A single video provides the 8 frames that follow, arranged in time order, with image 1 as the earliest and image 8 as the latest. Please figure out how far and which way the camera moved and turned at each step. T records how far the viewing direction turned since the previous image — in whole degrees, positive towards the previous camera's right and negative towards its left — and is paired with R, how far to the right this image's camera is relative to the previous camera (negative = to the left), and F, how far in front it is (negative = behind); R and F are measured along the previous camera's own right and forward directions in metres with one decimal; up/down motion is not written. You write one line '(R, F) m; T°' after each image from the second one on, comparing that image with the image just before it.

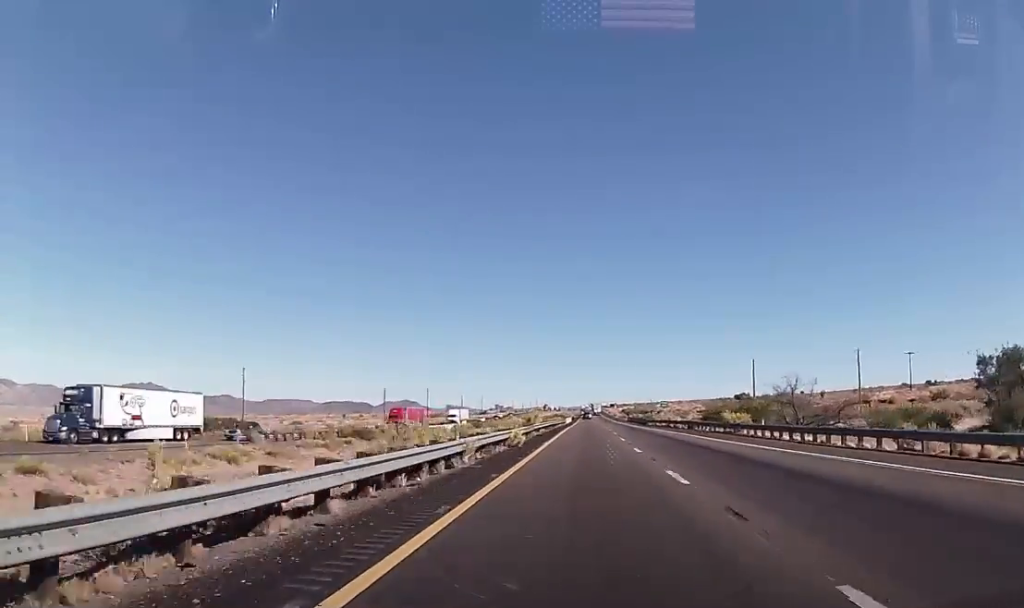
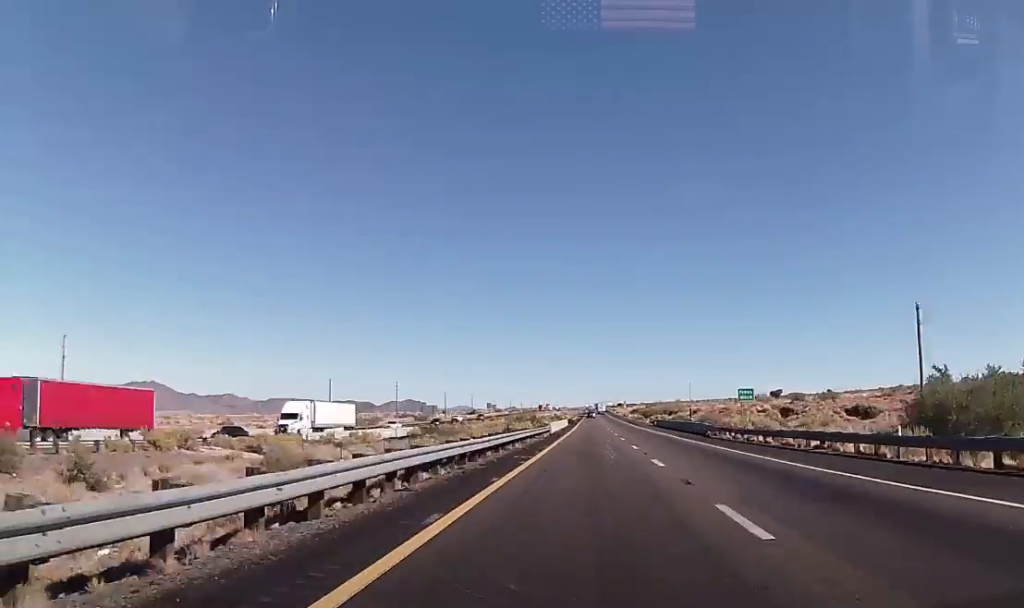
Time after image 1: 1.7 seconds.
(-0.1, +55.2) m; 0°
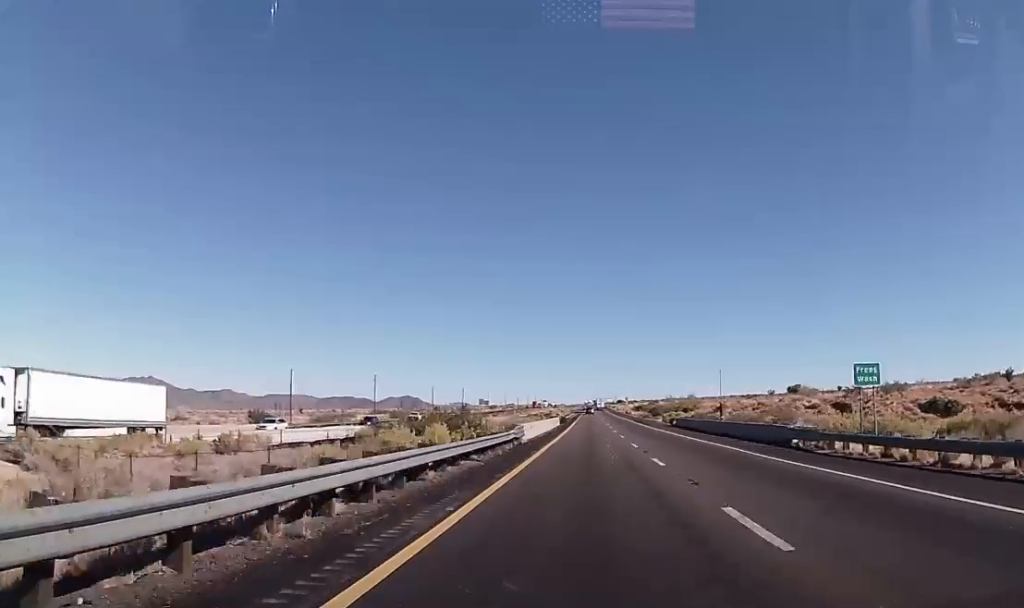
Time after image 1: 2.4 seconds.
(0.0, +24.5) m; -1°
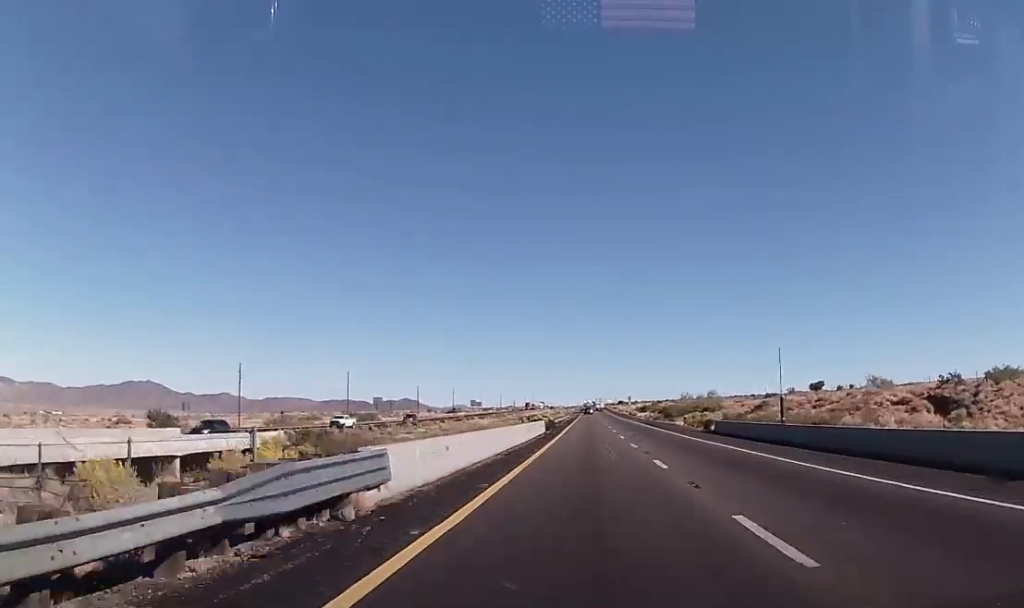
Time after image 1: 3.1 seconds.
(-0.4, +24.6) m; 0°
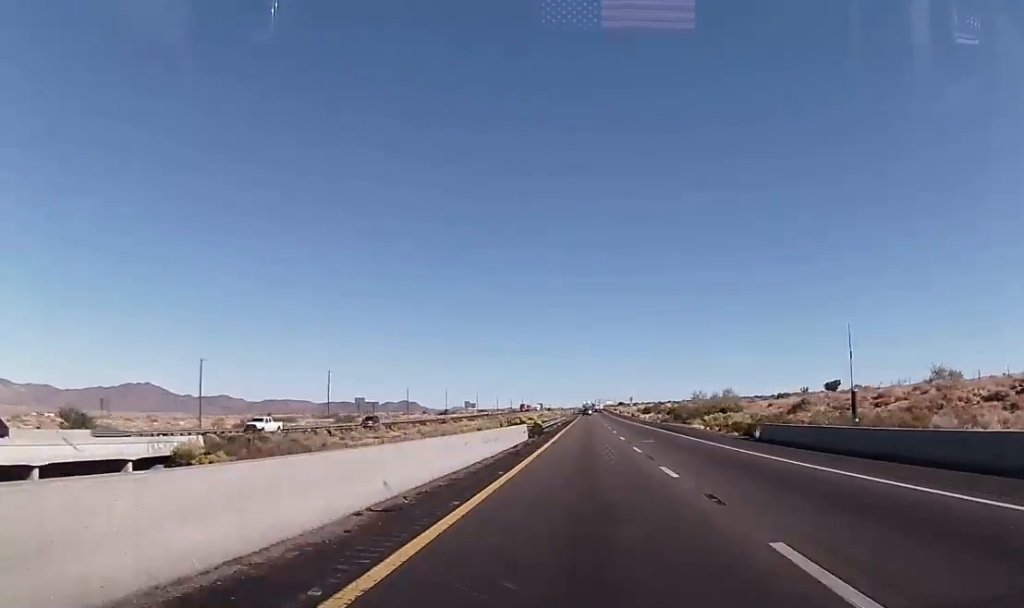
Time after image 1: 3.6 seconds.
(+0.1, +14.7) m; 0°
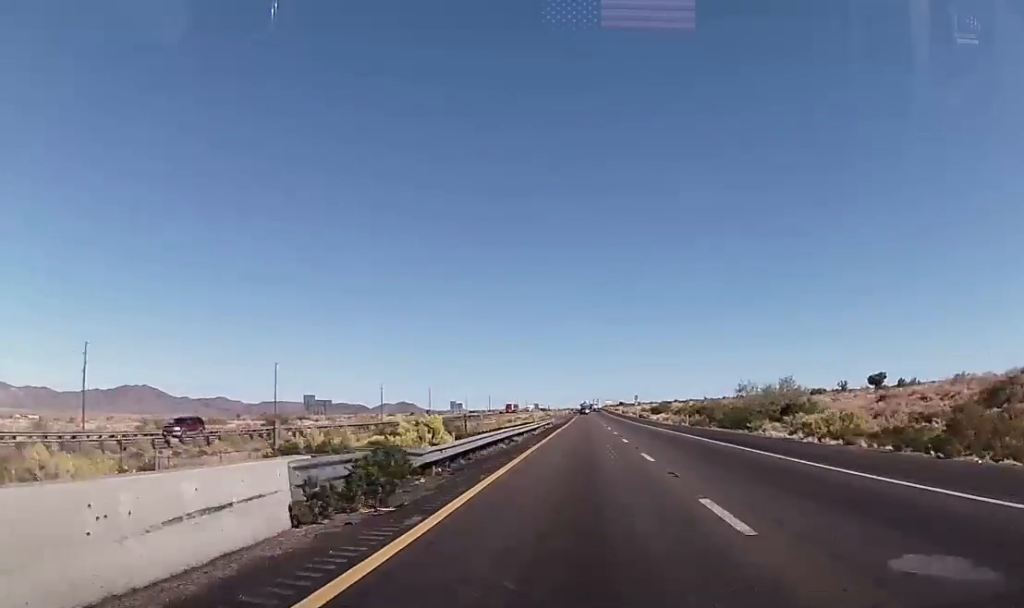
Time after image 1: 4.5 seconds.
(+0.3, +31.9) m; +1°
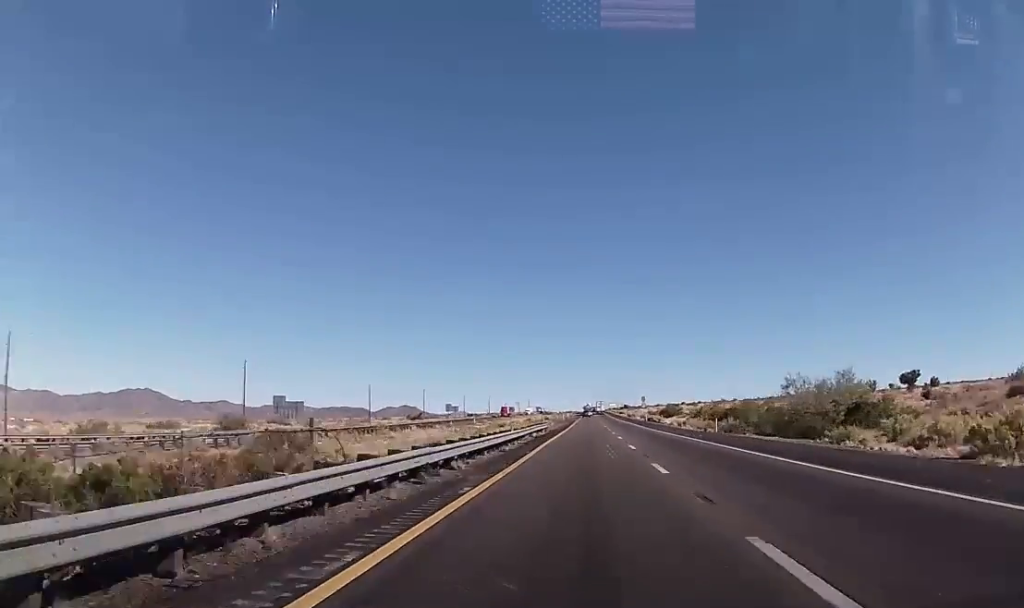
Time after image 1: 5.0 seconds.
(0.0, +16.1) m; 0°
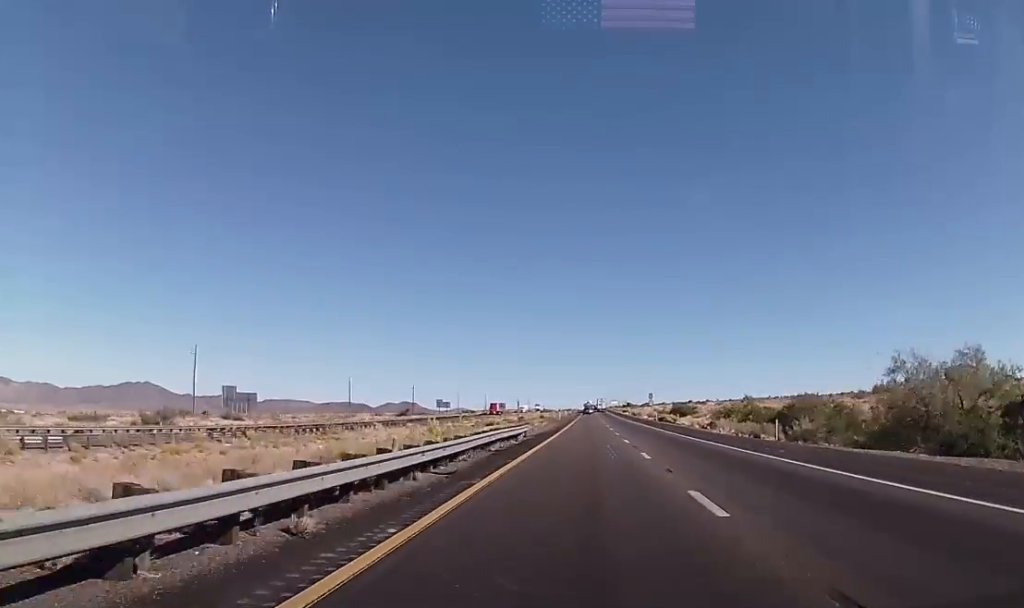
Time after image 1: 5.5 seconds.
(0.0, +19.6) m; 0°
